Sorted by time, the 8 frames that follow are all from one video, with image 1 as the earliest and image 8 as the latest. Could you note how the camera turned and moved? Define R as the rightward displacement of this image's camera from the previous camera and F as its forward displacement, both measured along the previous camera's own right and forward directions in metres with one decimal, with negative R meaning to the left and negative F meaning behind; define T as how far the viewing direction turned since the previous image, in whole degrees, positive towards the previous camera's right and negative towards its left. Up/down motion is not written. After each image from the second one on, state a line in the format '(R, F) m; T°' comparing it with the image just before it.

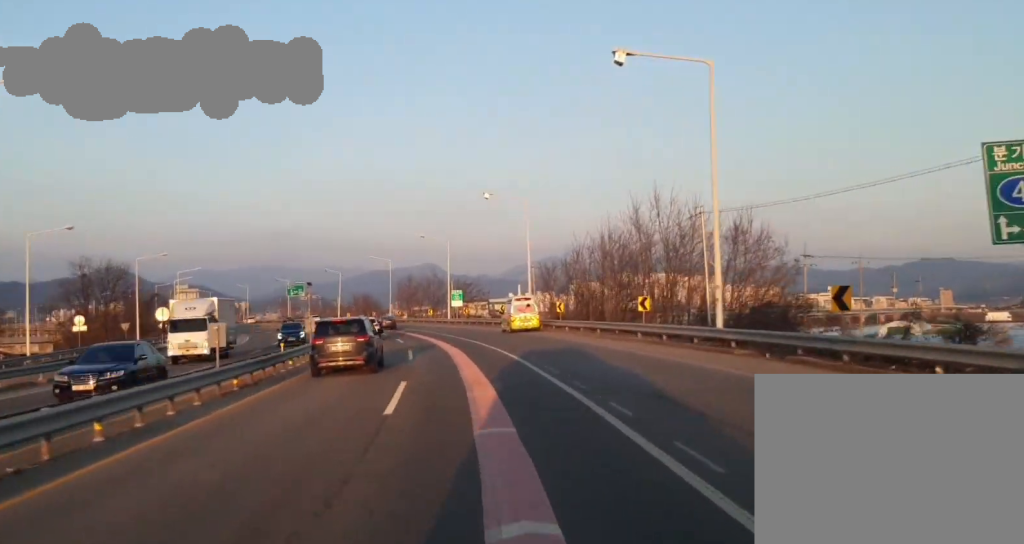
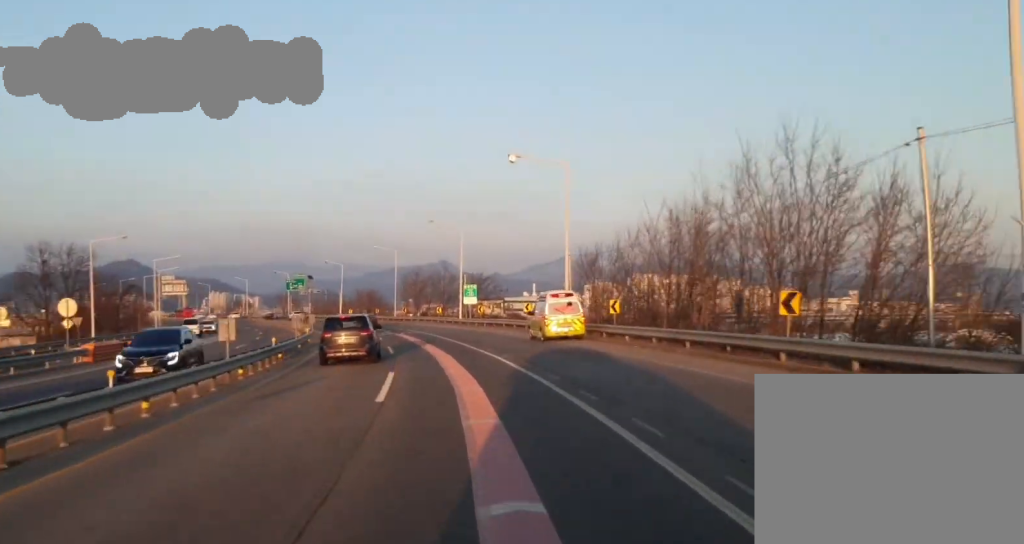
(+0.2, +17.3) m; -1°
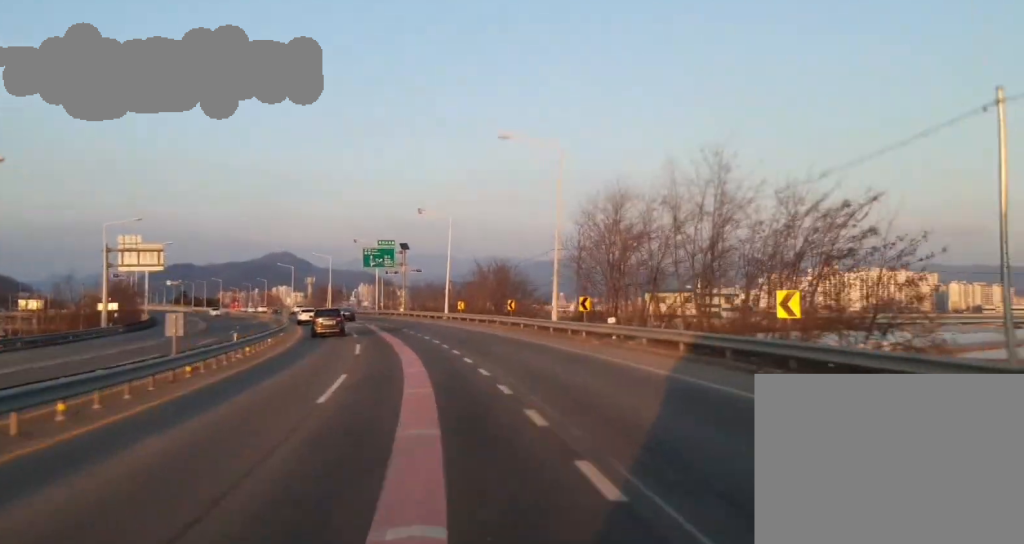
(-2.9, +81.0) m; -6°
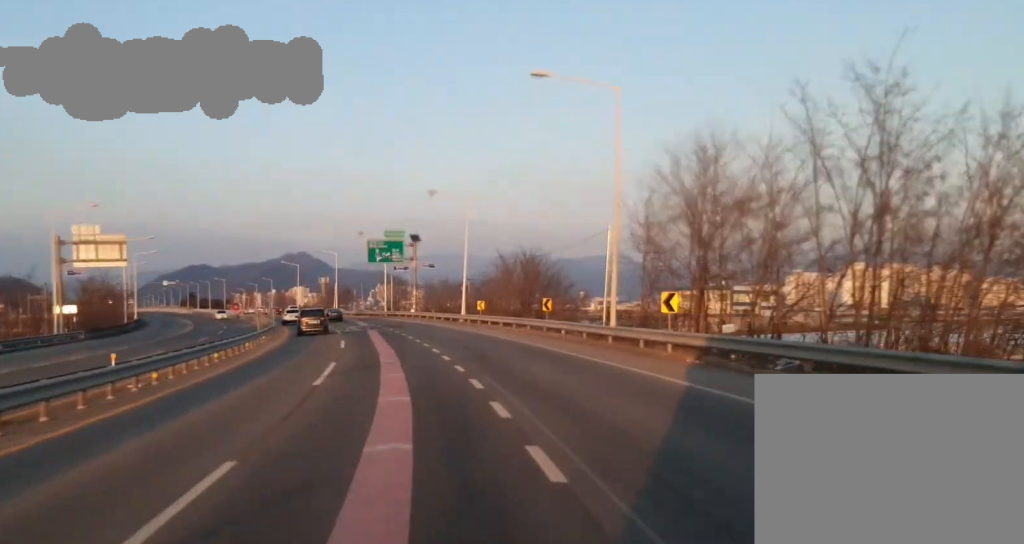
(-1.0, +14.5) m; -2°
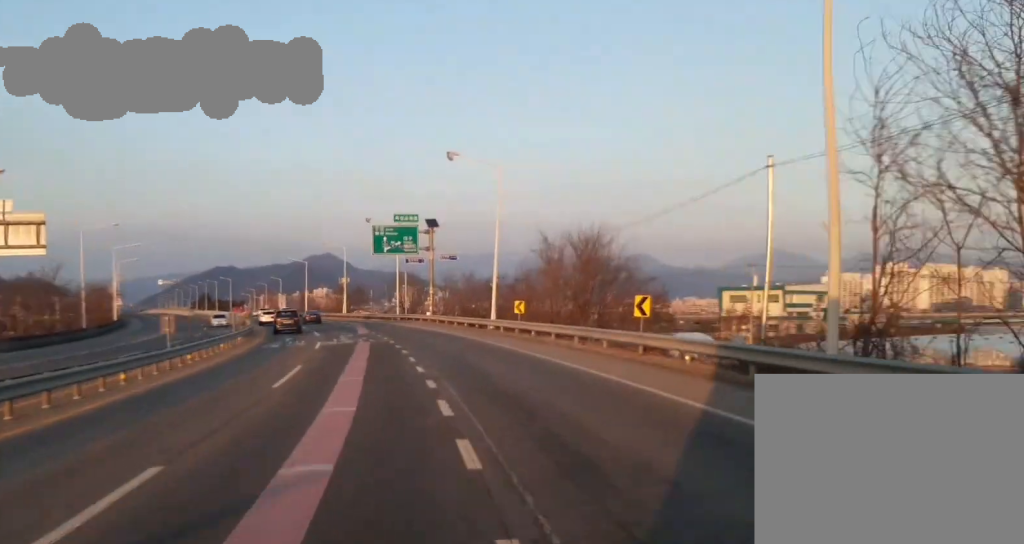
(-0.7, +19.3) m; -2°
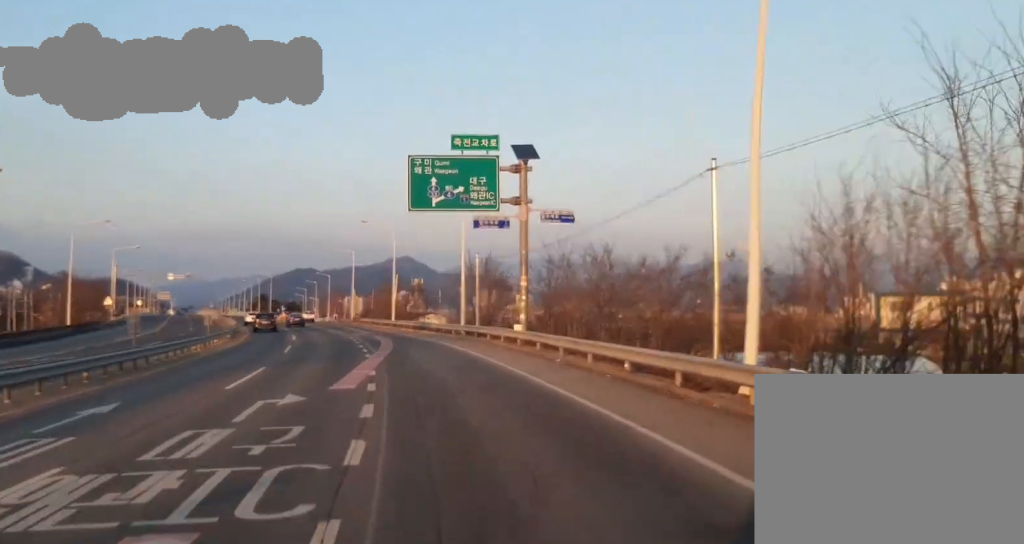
(-0.8, +40.6) m; -5°
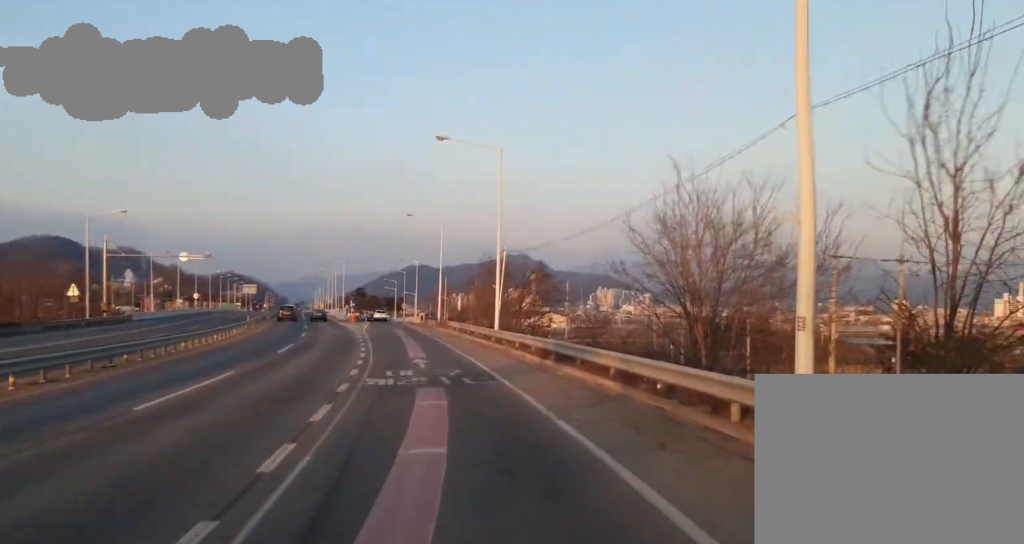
(-3.5, +46.4) m; -7°
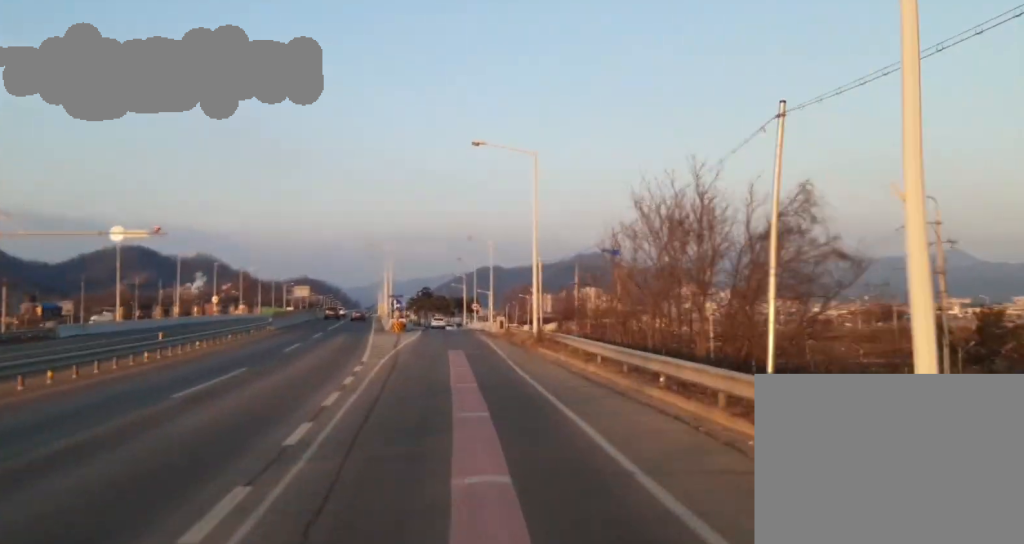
(-1.7, +37.8) m; -5°
